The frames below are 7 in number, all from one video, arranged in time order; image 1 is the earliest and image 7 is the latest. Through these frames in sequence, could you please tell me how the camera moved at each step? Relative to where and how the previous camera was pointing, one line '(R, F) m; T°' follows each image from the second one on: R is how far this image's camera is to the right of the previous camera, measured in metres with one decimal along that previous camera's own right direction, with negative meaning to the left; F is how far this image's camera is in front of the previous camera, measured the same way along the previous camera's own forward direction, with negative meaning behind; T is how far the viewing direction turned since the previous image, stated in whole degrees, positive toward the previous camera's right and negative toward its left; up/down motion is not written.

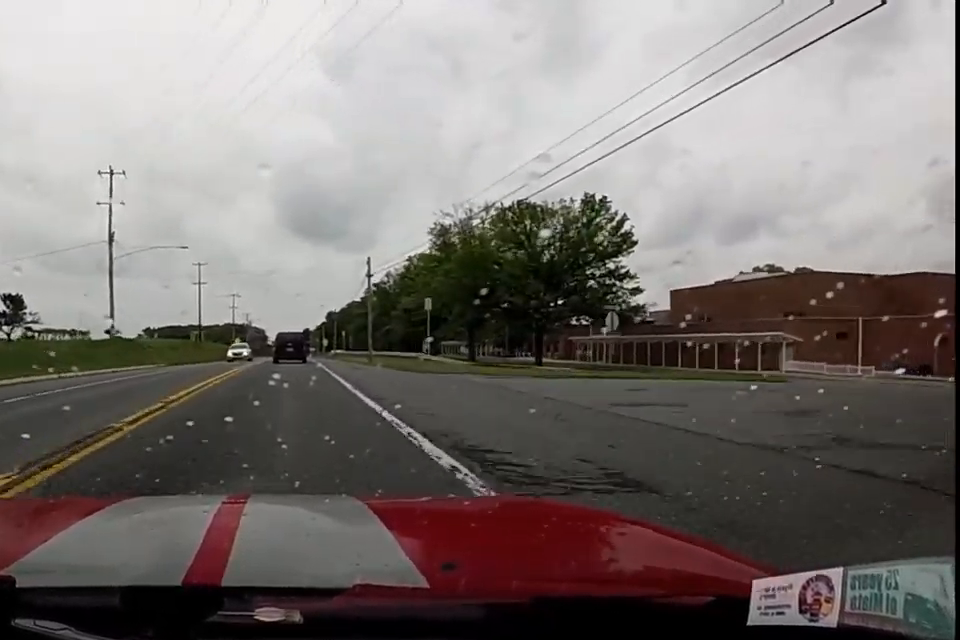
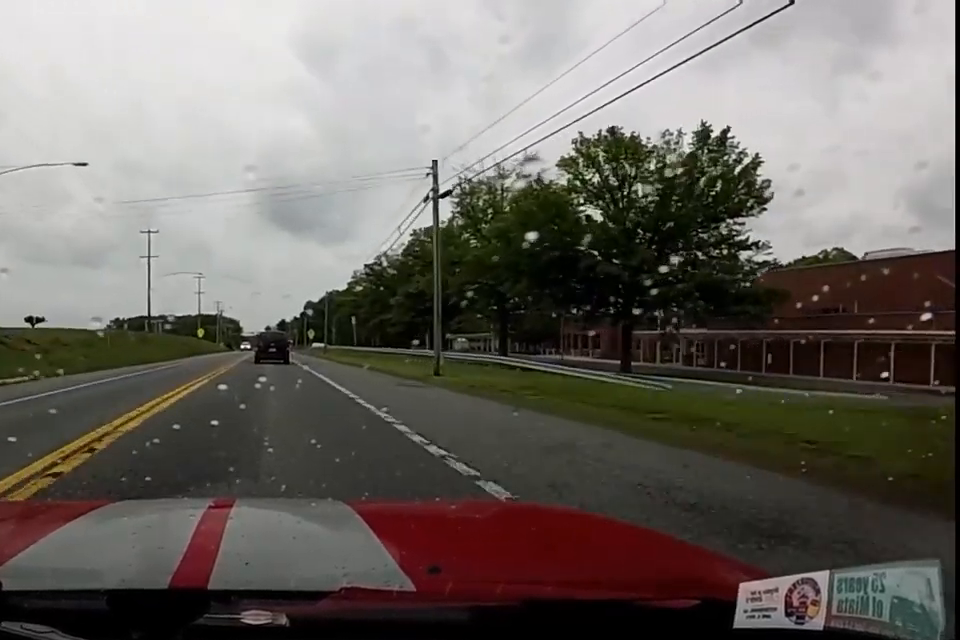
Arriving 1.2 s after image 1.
(-0.3, +21.7) m; -1°
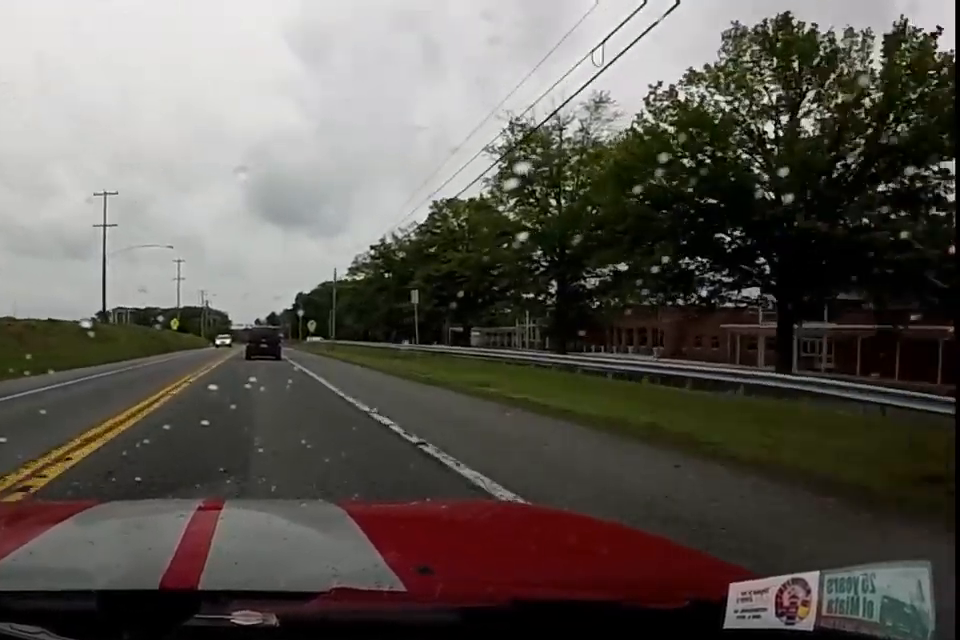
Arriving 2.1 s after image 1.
(0.0, +16.5) m; 0°
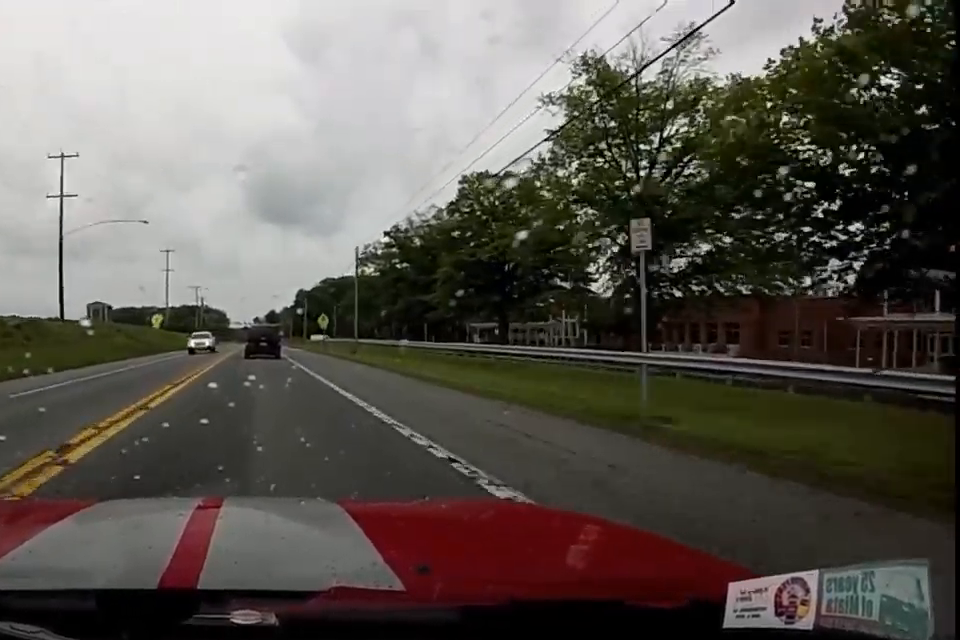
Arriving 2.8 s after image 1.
(0.0, +12.3) m; 0°
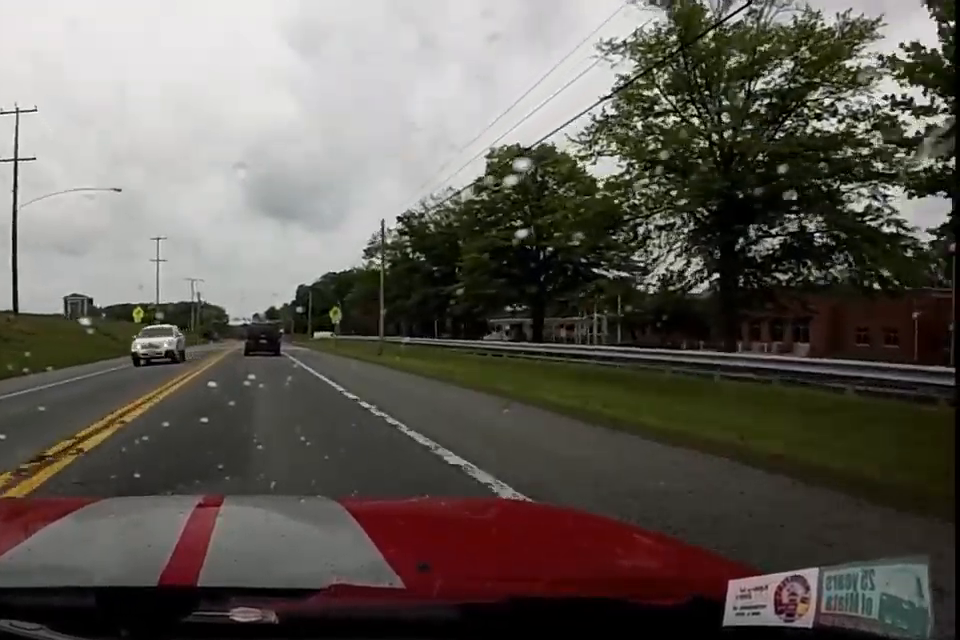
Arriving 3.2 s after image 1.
(0.0, +8.6) m; 0°
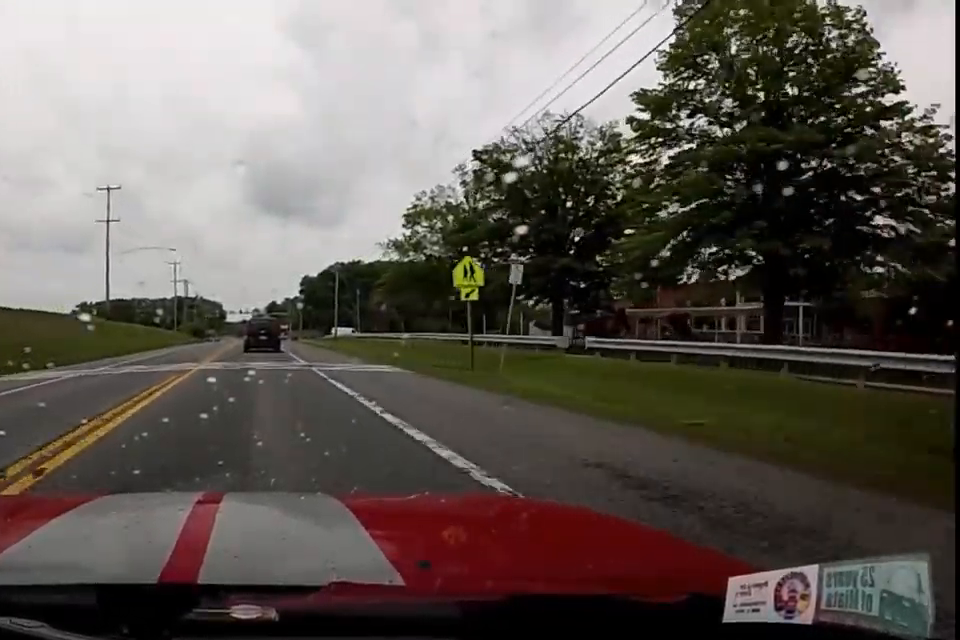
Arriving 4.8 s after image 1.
(+1.0, +28.9) m; +2°
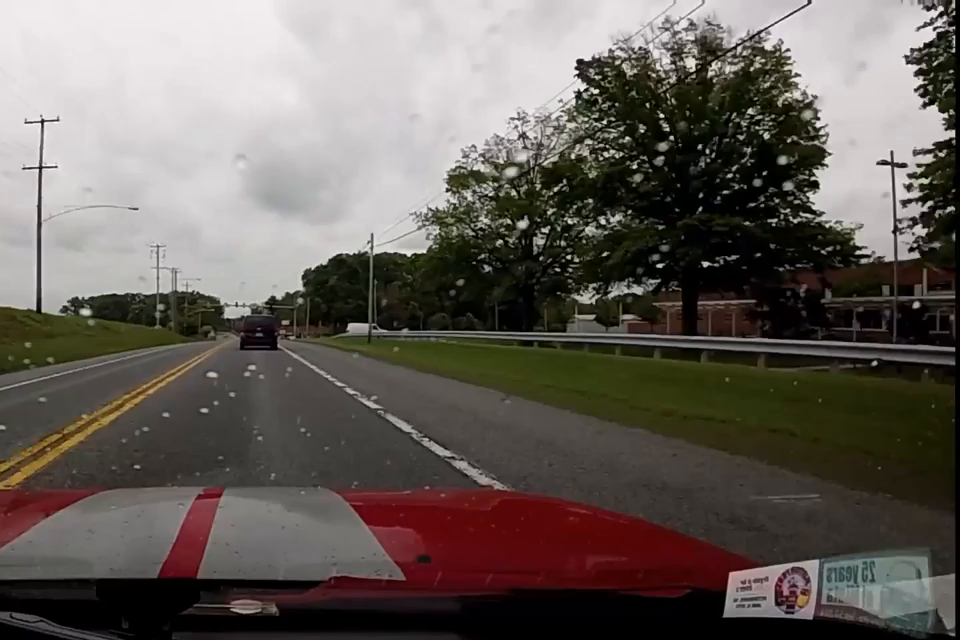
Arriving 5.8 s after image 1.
(-0.2, +18.3) m; -1°
